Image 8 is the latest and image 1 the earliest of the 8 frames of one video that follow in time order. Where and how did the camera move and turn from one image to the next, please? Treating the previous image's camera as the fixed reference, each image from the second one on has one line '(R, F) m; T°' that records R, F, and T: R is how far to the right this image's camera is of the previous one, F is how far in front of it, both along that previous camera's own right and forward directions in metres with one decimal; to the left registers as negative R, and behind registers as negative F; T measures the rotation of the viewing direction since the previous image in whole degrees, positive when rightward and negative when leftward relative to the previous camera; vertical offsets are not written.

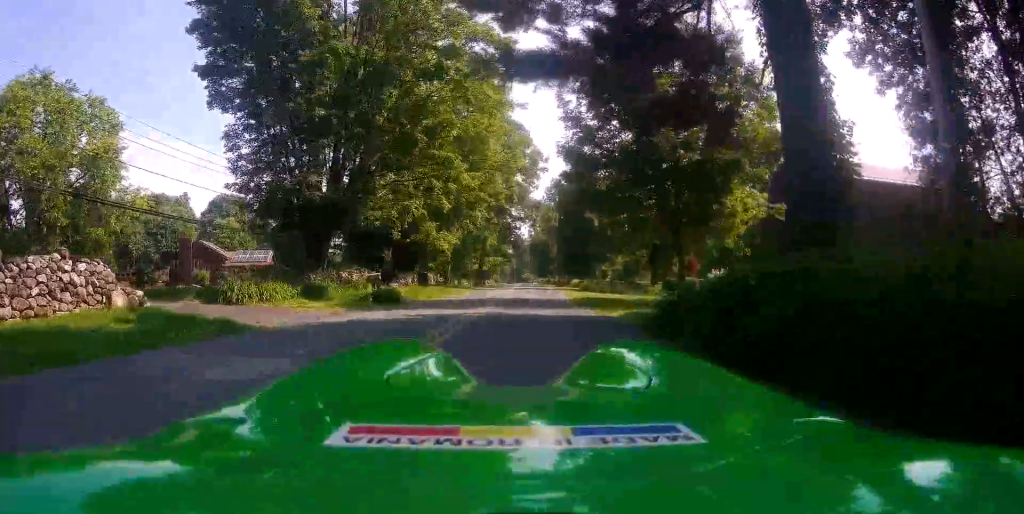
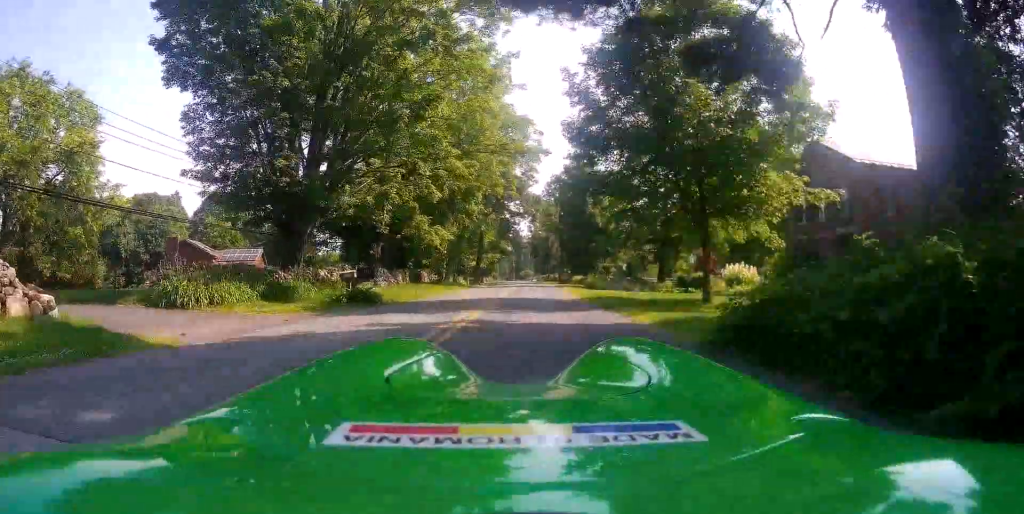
(+0.1, +4.2) m; +1°
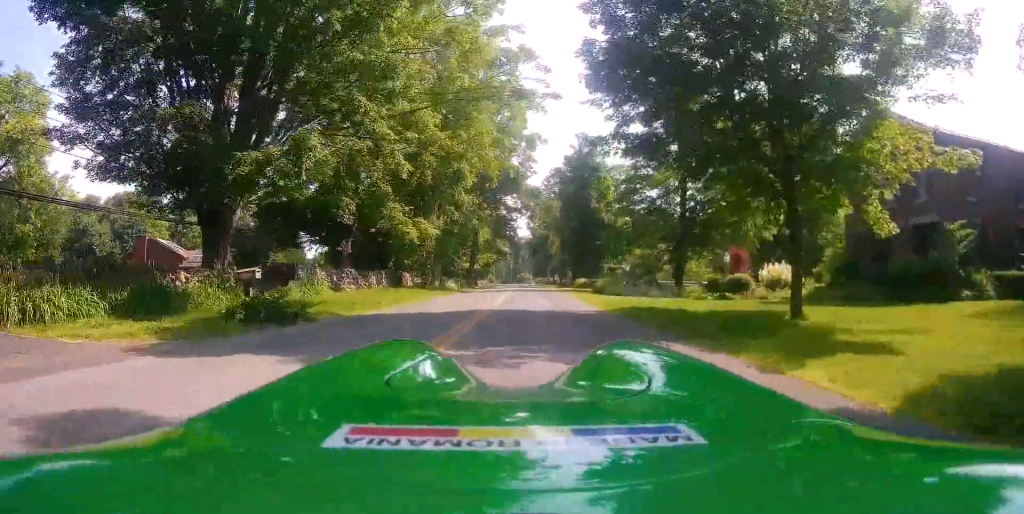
(0.0, +9.3) m; -1°
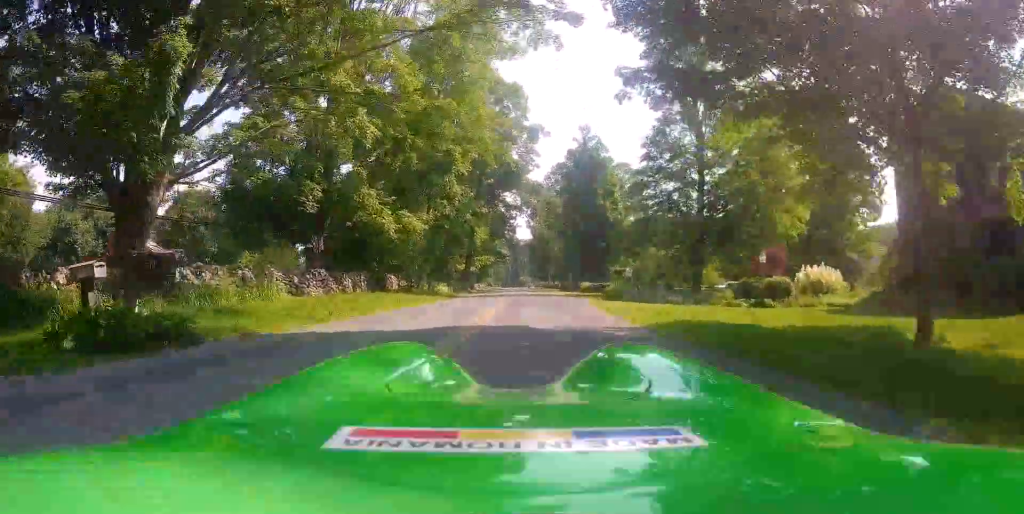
(+0.1, +6.6) m; -3°
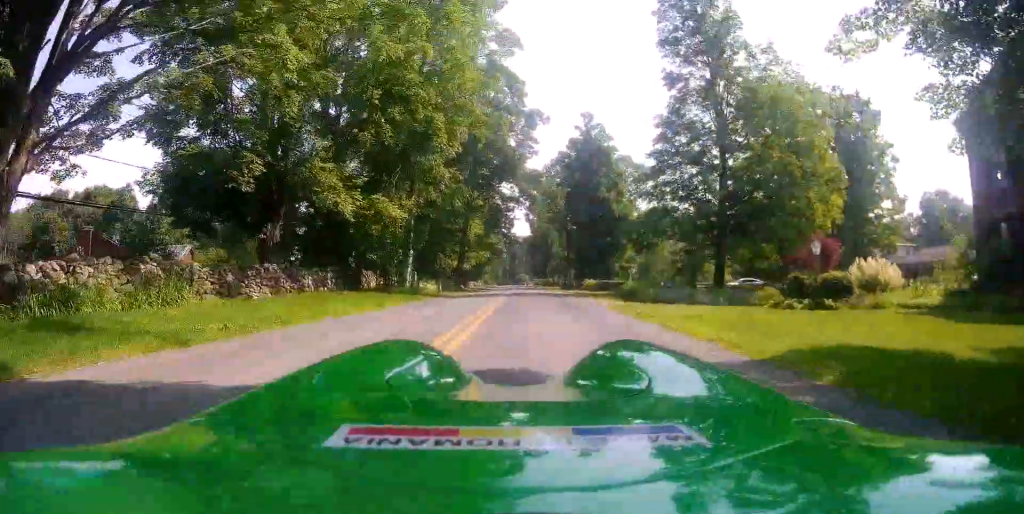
(-0.5, +5.5) m; -5°
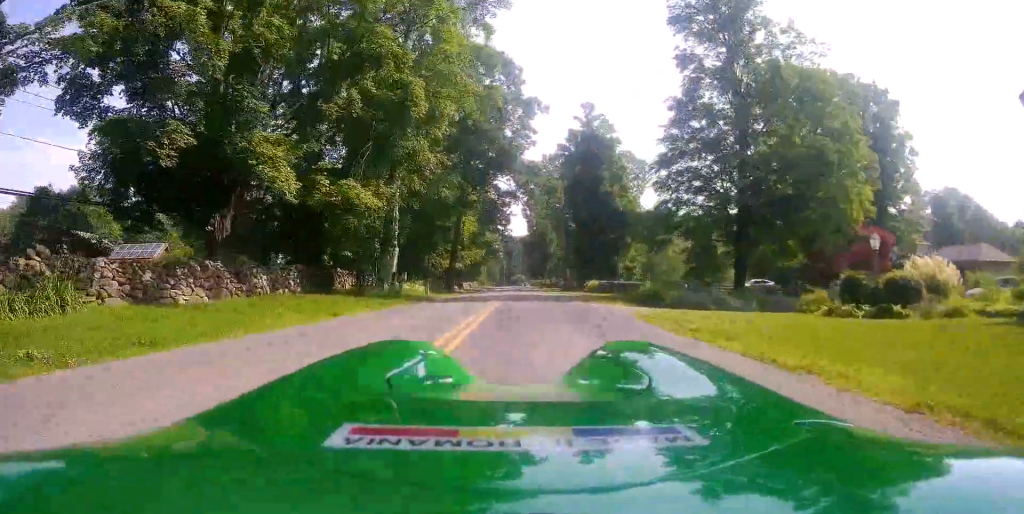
(-0.1, +4.6) m; -10°
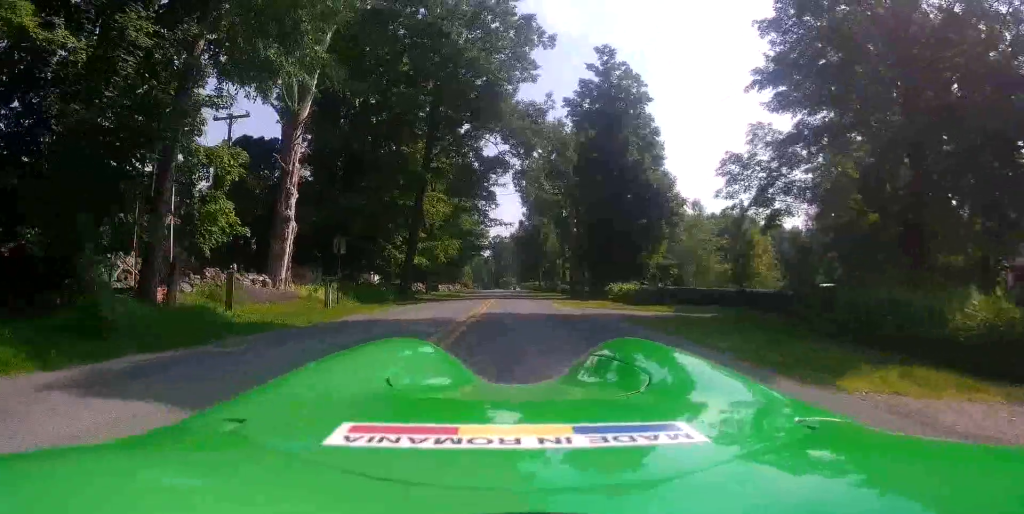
(+1.5, +14.3) m; +27°
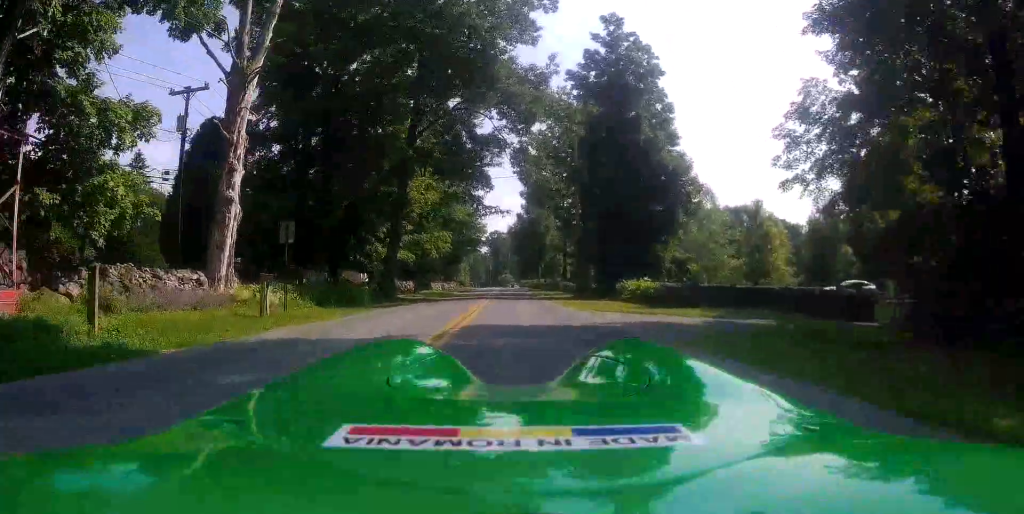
(-0.2, +4.8) m; -5°
